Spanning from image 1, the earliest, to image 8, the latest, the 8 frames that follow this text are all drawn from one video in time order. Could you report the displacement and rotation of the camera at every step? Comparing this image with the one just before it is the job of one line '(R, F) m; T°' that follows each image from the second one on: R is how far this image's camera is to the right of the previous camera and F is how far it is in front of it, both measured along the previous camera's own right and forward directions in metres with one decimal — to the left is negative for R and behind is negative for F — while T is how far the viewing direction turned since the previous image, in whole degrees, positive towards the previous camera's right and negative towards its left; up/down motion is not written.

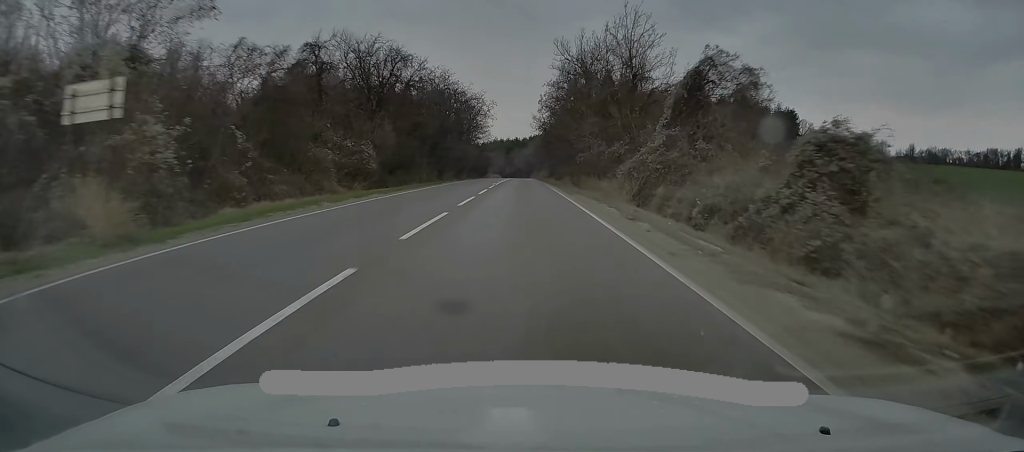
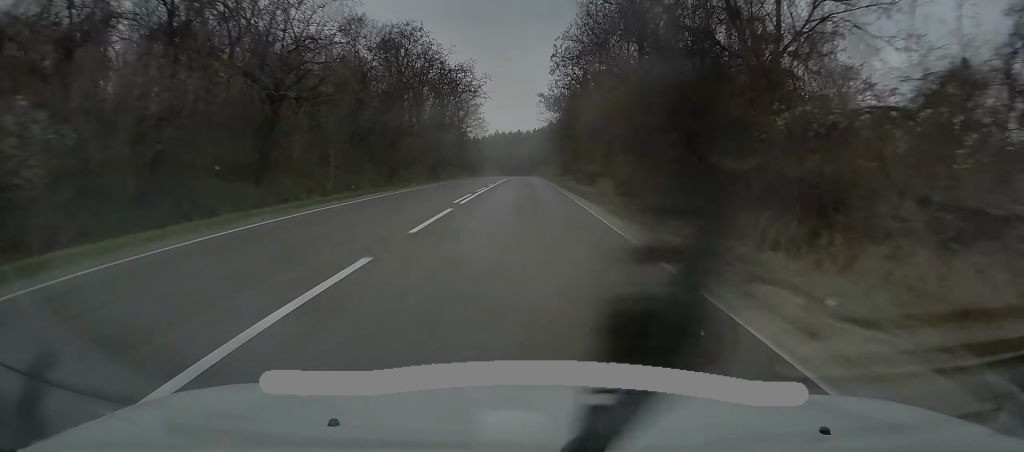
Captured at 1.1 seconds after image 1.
(0.0, +26.2) m; -1°
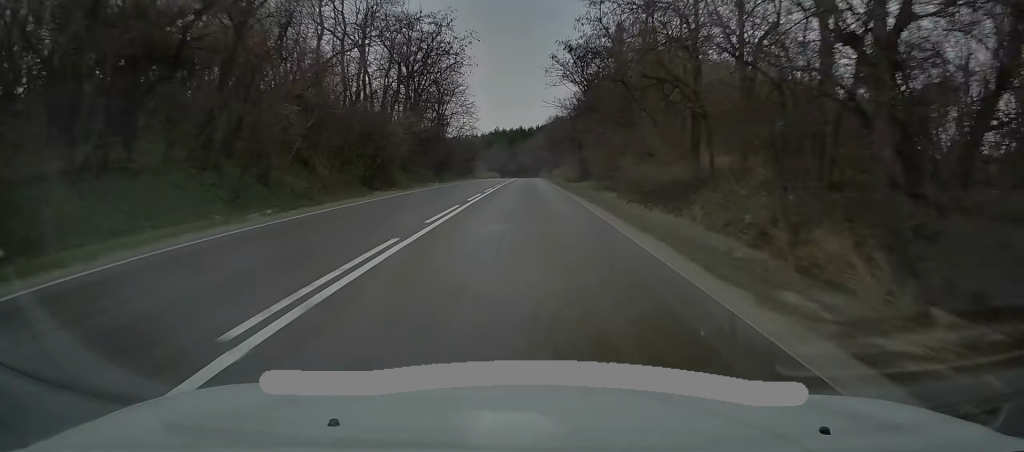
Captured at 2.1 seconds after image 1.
(-0.4, +24.5) m; -1°
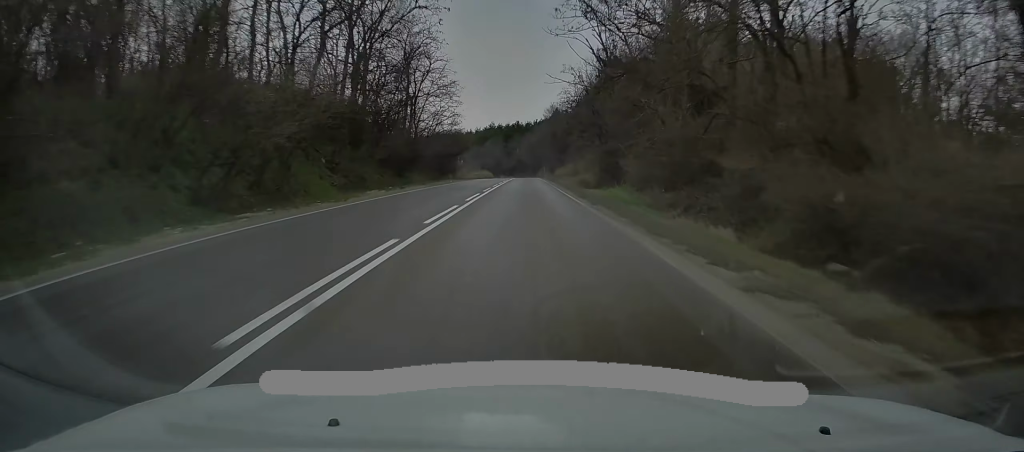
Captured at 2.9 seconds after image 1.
(0.0, +18.2) m; +1°
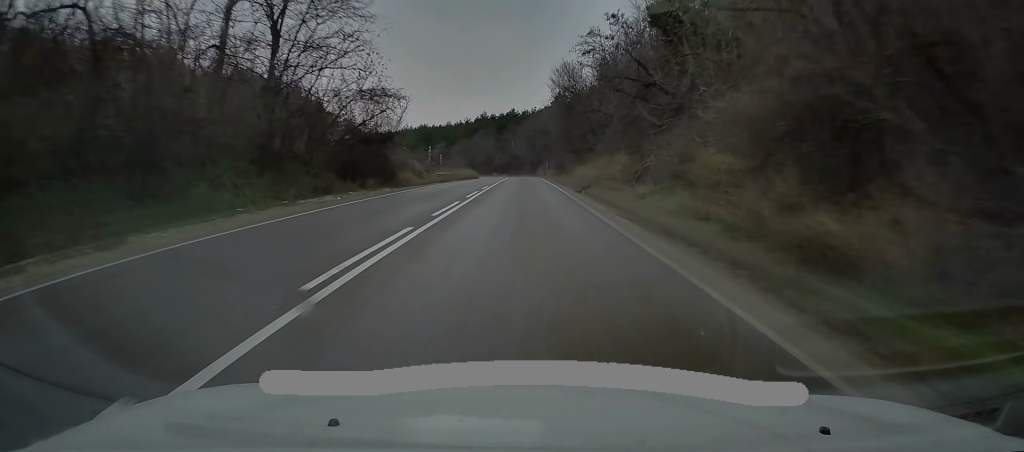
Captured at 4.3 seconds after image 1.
(+0.3, +34.0) m; 0°
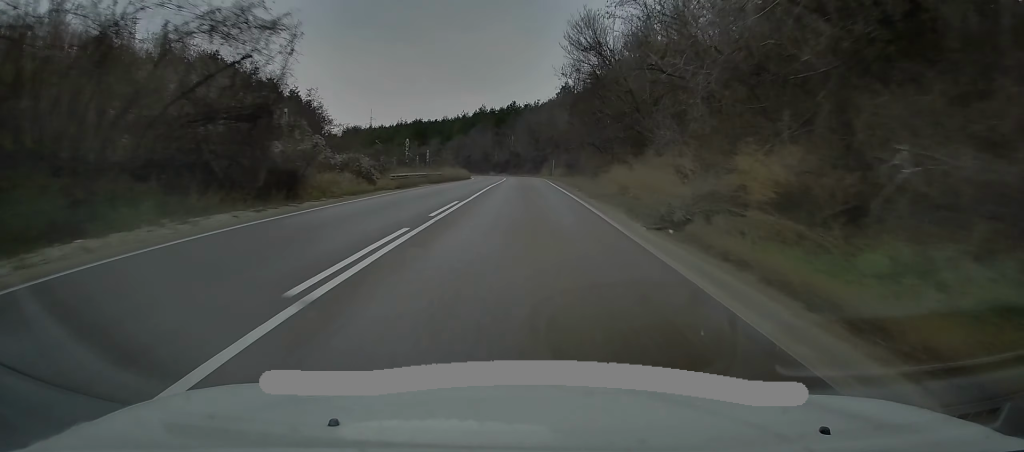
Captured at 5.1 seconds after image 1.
(-0.3, +18.2) m; 0°
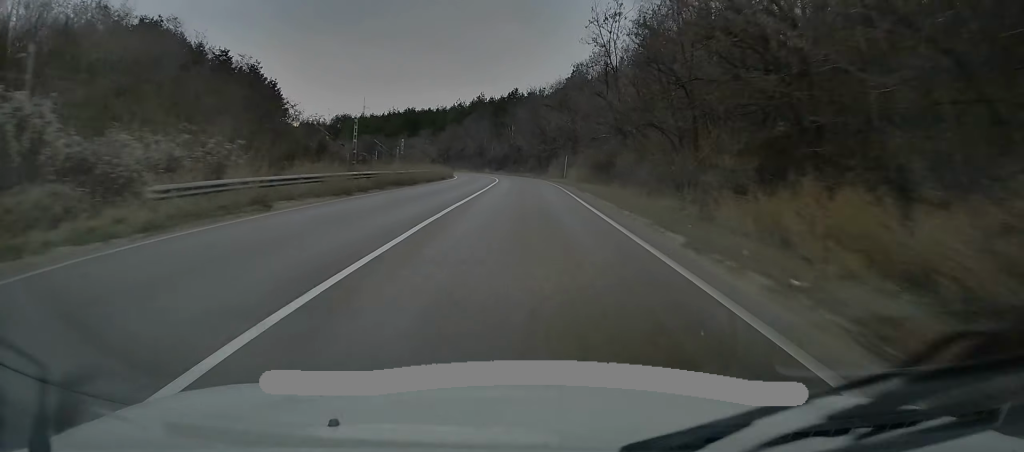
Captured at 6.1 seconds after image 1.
(+0.4, +22.8) m; 0°
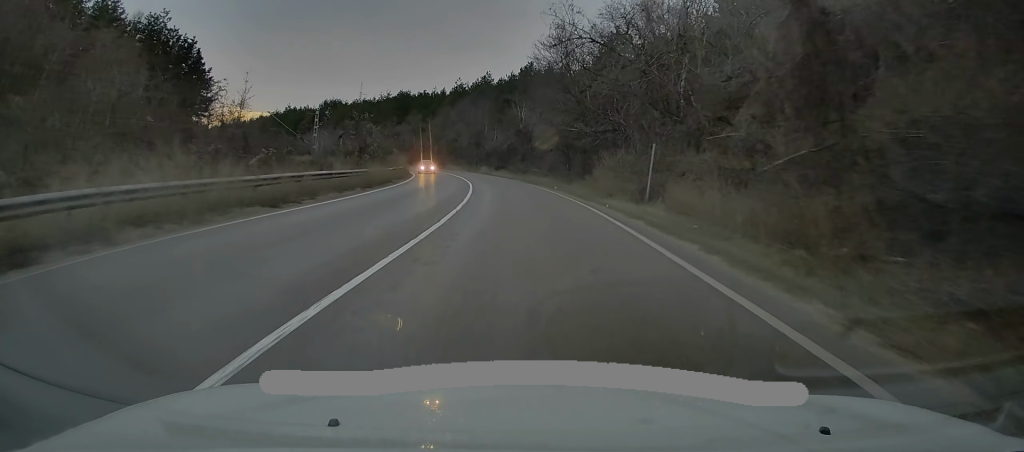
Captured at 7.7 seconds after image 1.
(-0.5, +37.9) m; -1°
